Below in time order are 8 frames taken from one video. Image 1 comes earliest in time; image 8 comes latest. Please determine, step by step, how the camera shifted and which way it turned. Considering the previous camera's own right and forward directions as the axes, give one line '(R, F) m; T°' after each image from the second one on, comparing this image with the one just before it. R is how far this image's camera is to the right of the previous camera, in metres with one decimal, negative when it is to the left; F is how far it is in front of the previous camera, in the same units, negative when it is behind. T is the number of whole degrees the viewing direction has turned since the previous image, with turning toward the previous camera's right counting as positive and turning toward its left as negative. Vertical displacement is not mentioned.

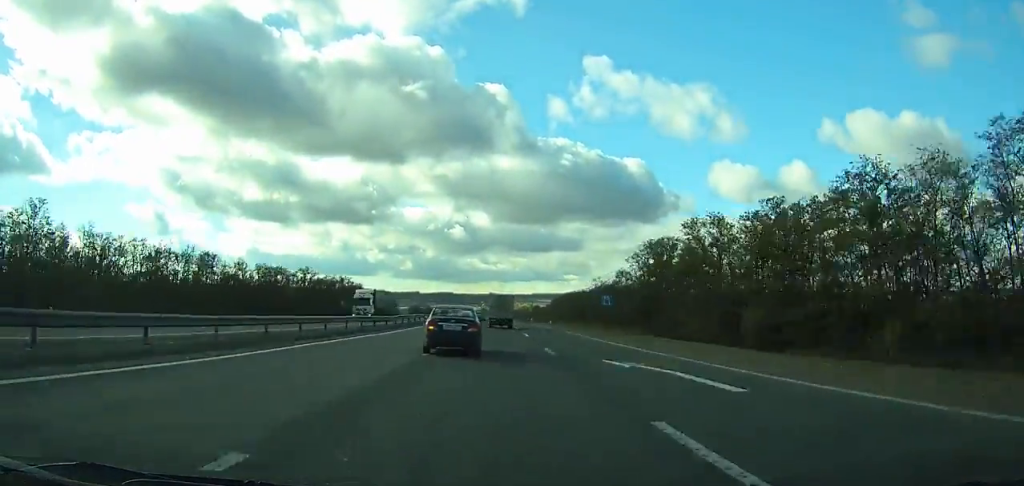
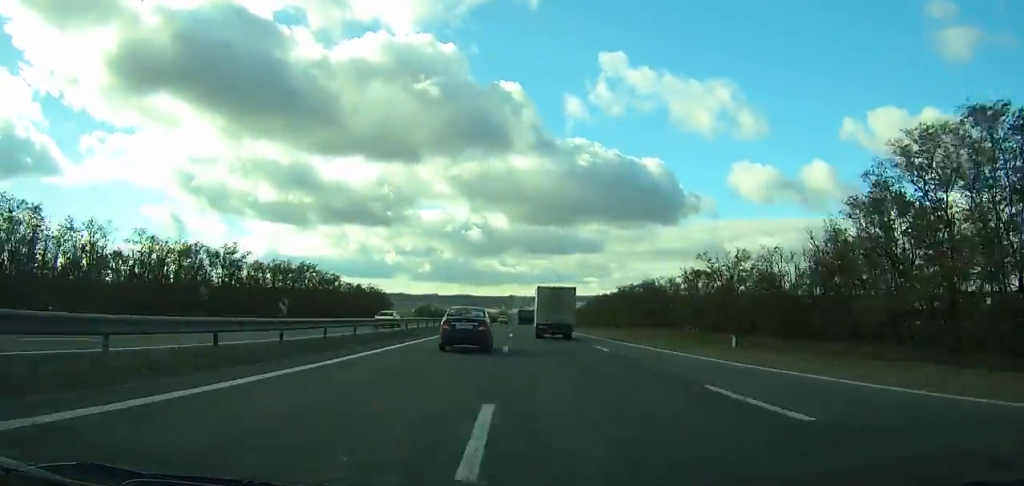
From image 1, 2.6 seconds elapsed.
(-1.0, +63.7) m; -1°
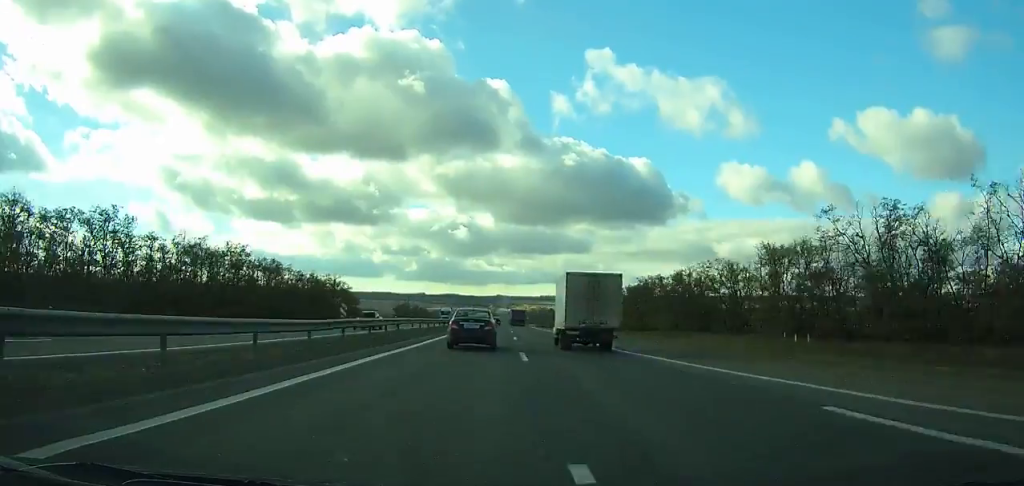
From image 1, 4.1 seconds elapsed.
(-0.5, +36.9) m; -1°
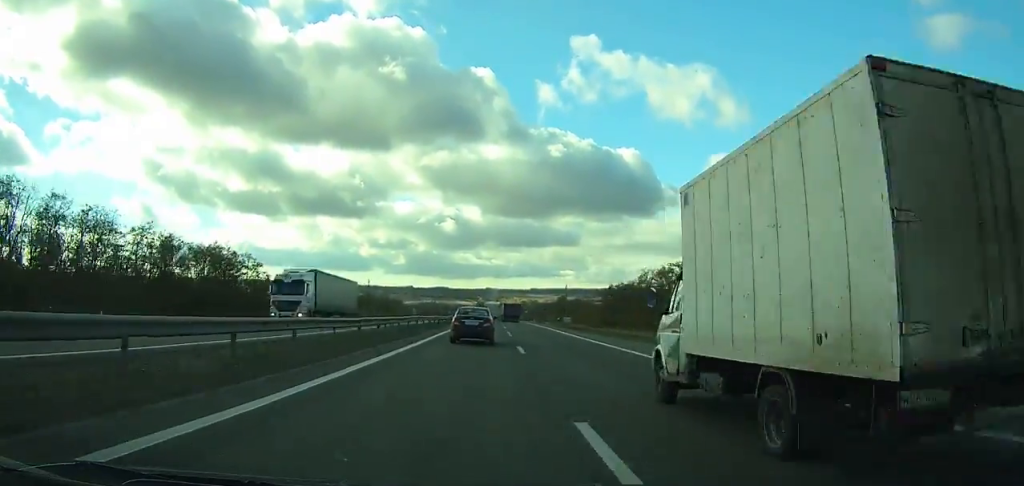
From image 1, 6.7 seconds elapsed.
(-0.1, +62.6) m; +3°
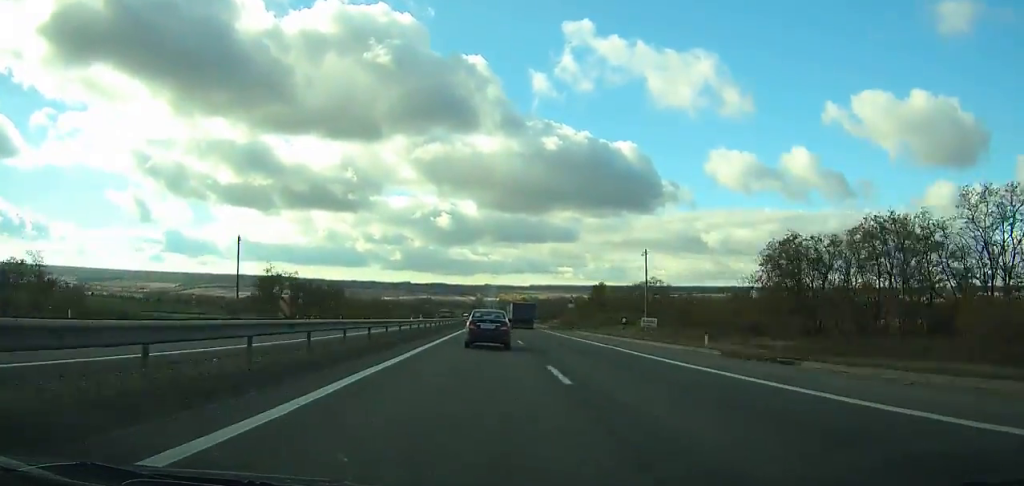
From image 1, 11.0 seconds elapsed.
(+4.9, +98.7) m; +2°
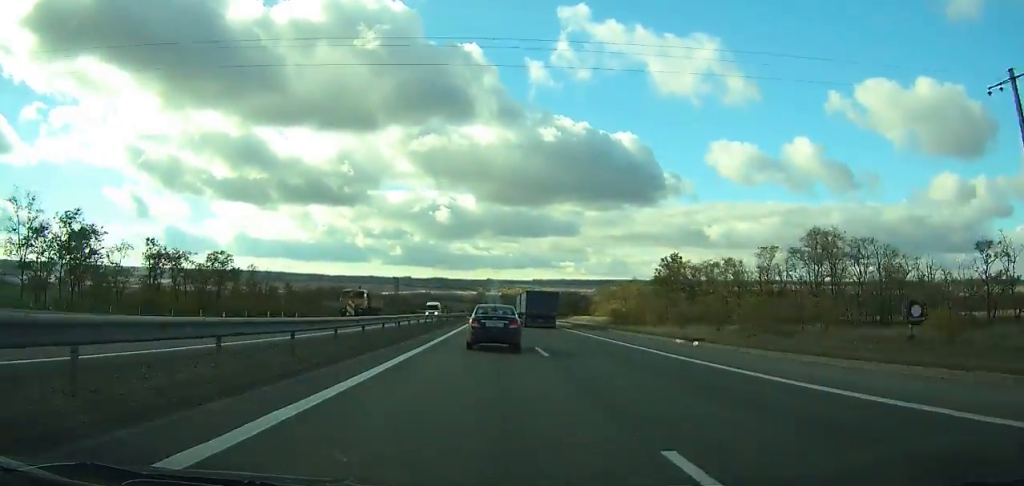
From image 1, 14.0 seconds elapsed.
(-1.7, +69.3) m; -1°
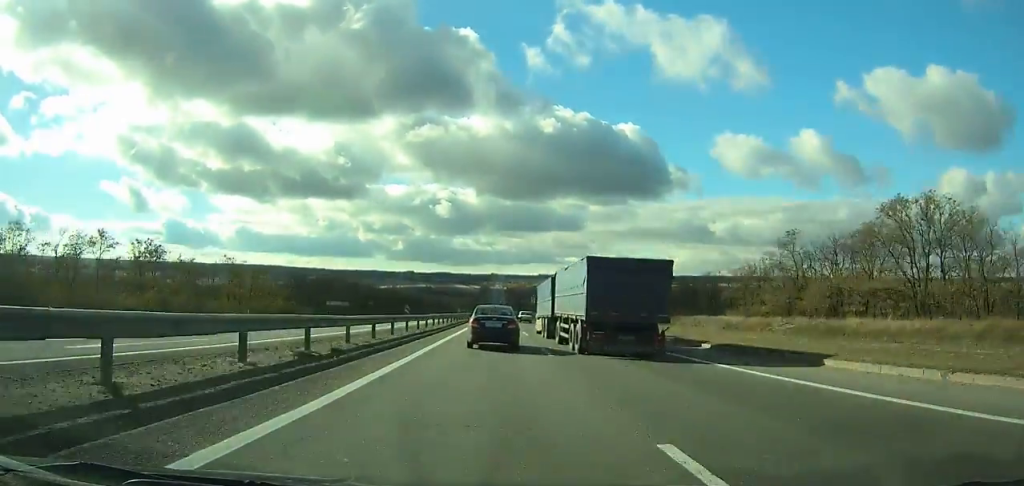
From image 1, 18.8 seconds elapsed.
(-0.3, +112.5) m; 0°
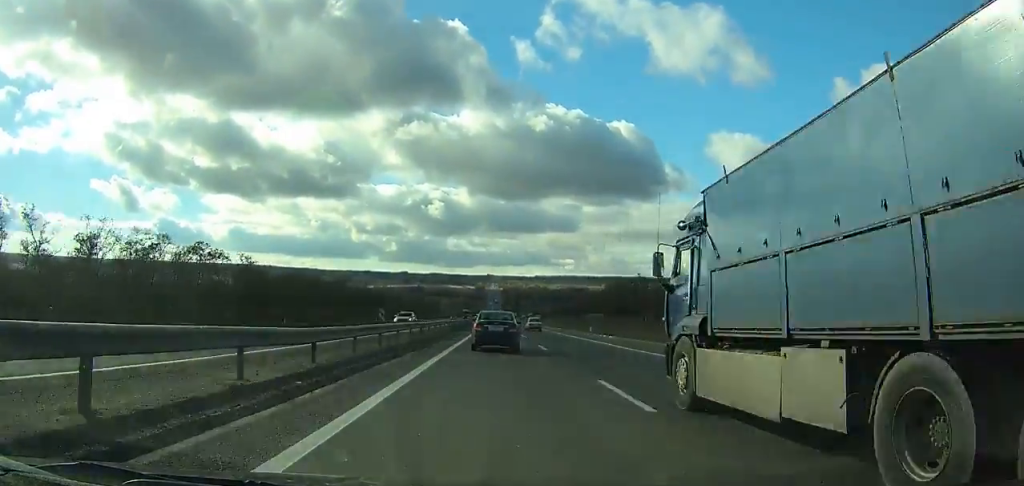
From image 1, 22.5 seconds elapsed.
(-0.2, +87.9) m; 0°
